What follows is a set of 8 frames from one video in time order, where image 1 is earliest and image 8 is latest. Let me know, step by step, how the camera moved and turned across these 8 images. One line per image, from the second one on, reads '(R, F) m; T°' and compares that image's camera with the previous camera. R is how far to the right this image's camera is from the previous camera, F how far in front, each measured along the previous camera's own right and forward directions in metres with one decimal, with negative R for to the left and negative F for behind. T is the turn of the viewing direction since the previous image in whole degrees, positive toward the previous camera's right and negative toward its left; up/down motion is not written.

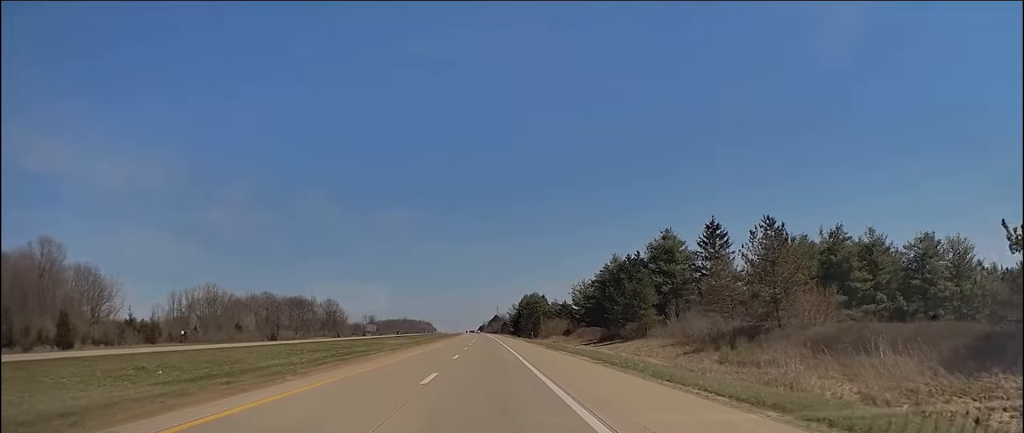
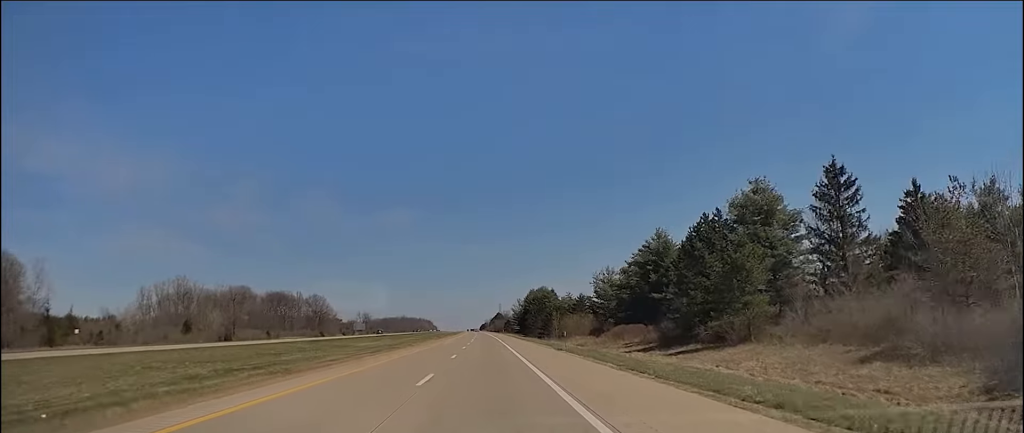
(-0.2, +31.8) m; 0°
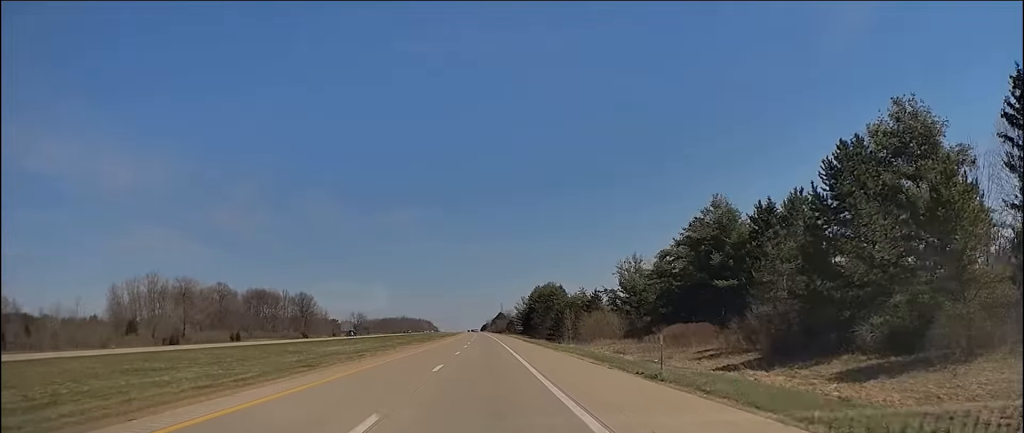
(+0.1, +25.0) m; 0°
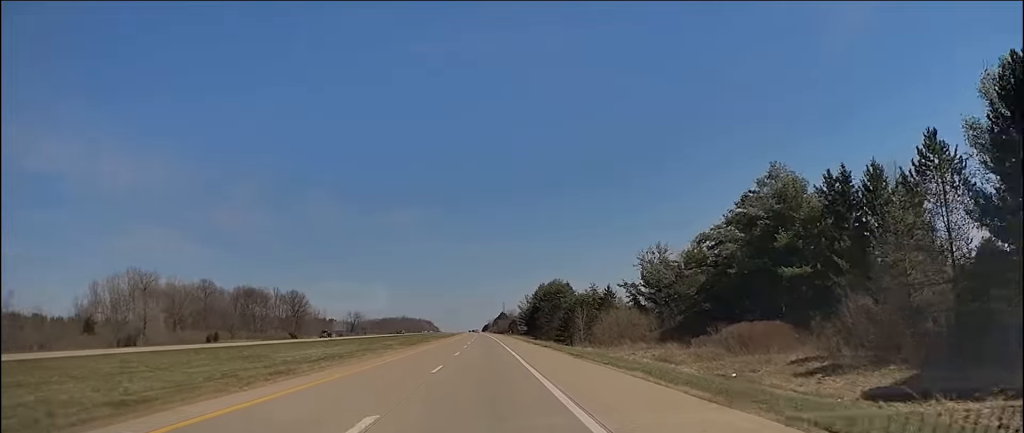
(0.0, +15.3) m; 0°
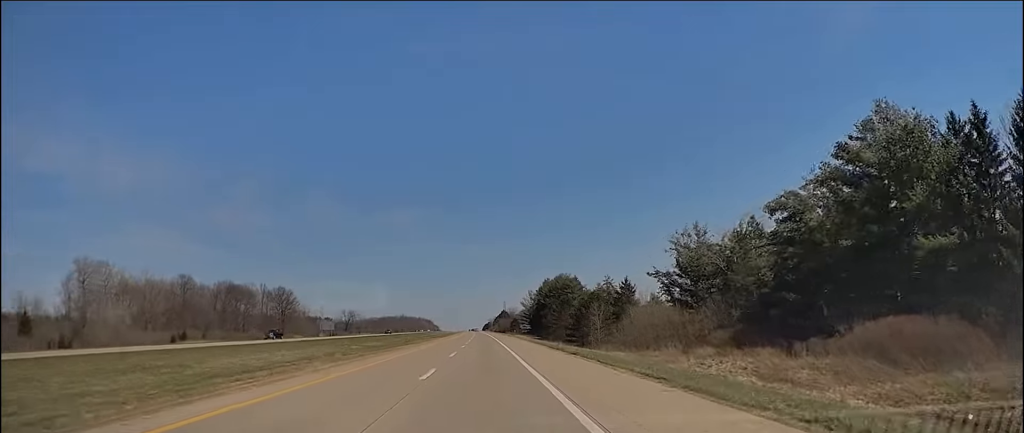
(-0.2, +18.2) m; 0°
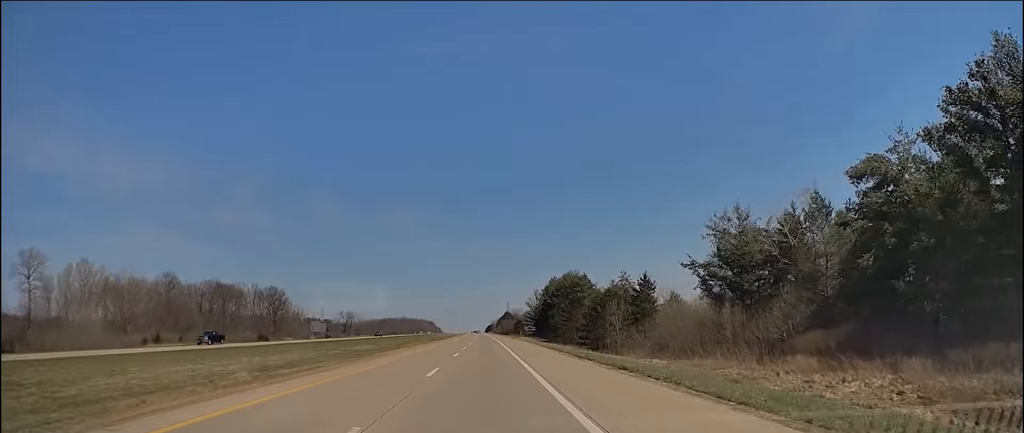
(+0.1, +13.4) m; 0°
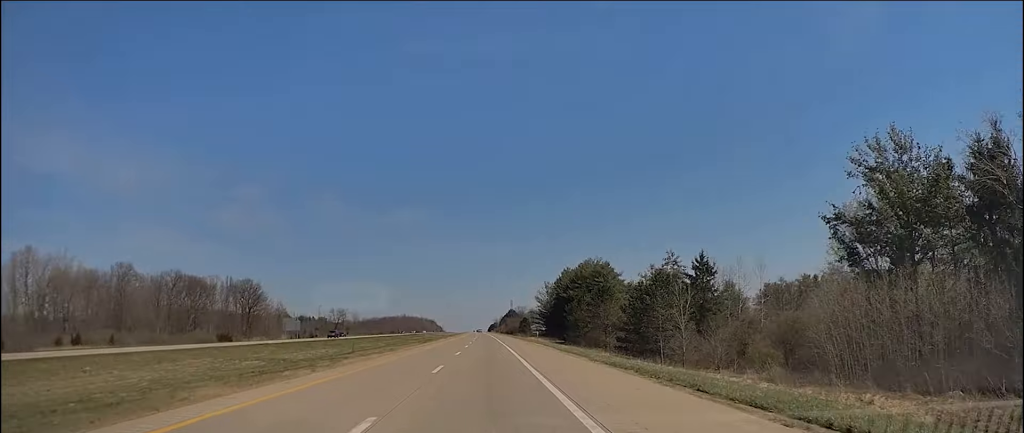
(0.0, +29.7) m; -1°
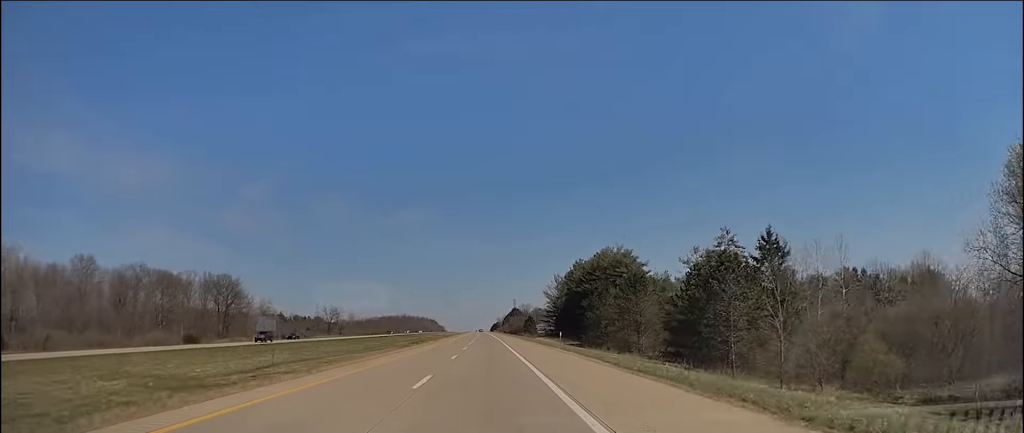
(-0.5, +21.3) m; -1°
